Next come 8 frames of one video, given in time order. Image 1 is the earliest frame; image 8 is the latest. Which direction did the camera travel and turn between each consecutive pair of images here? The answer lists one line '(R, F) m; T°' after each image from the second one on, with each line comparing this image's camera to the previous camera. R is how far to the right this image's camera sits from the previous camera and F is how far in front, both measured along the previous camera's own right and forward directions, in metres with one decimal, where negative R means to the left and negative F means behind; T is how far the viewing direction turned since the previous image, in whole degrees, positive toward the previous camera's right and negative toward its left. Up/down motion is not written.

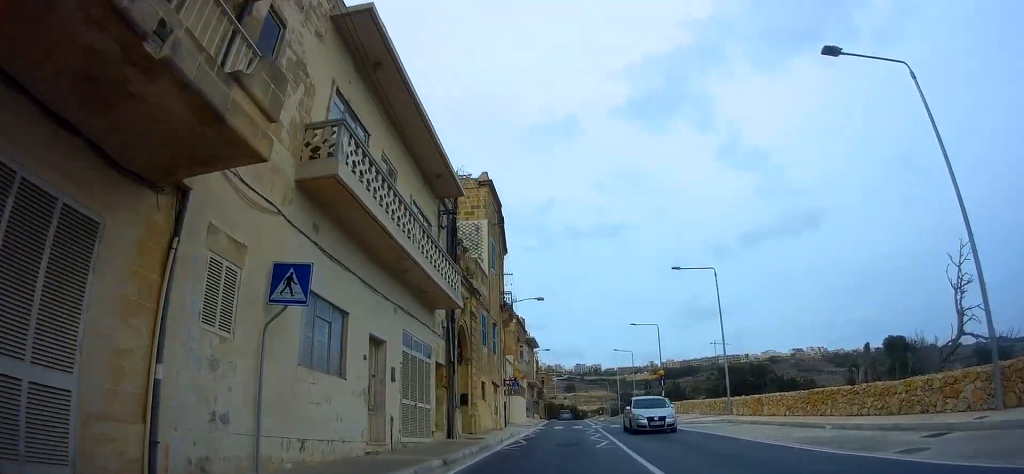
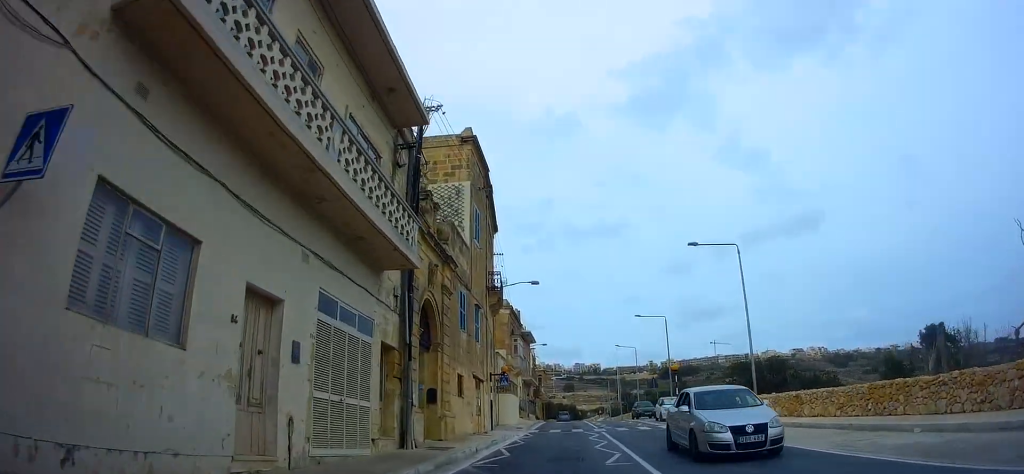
(0.0, +4.5) m; 0°
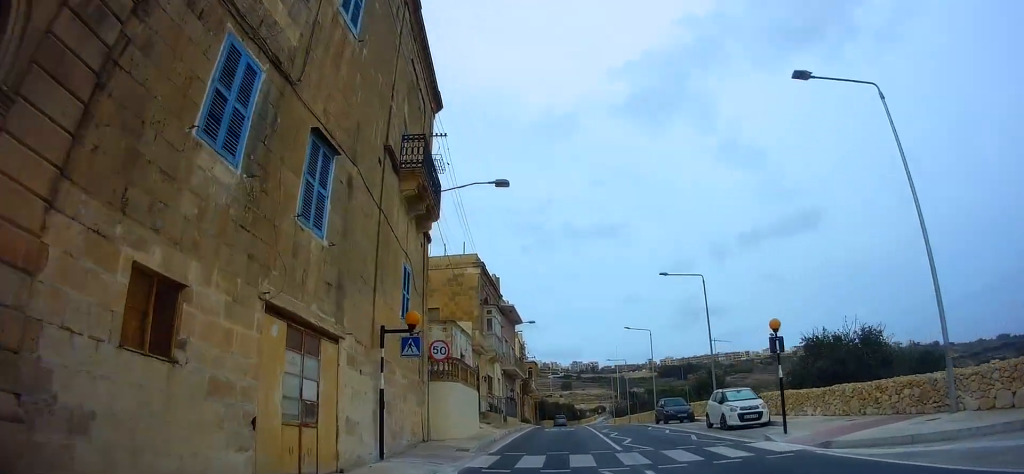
(0.0, +14.0) m; 0°
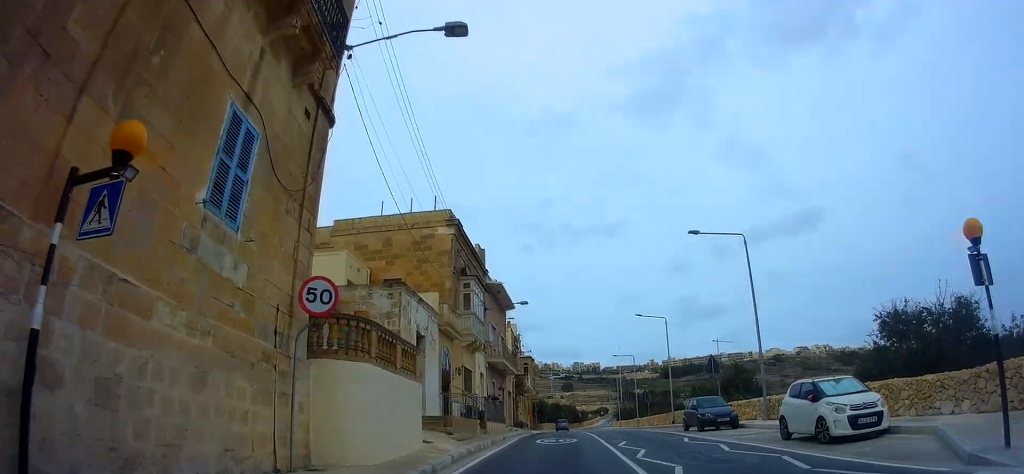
(0.0, +7.8) m; 0°
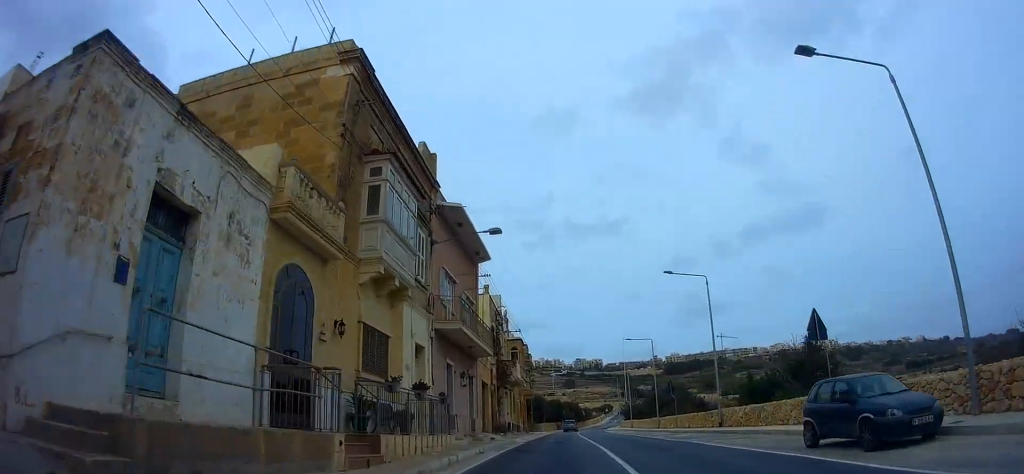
(0.0, +13.1) m; 0°
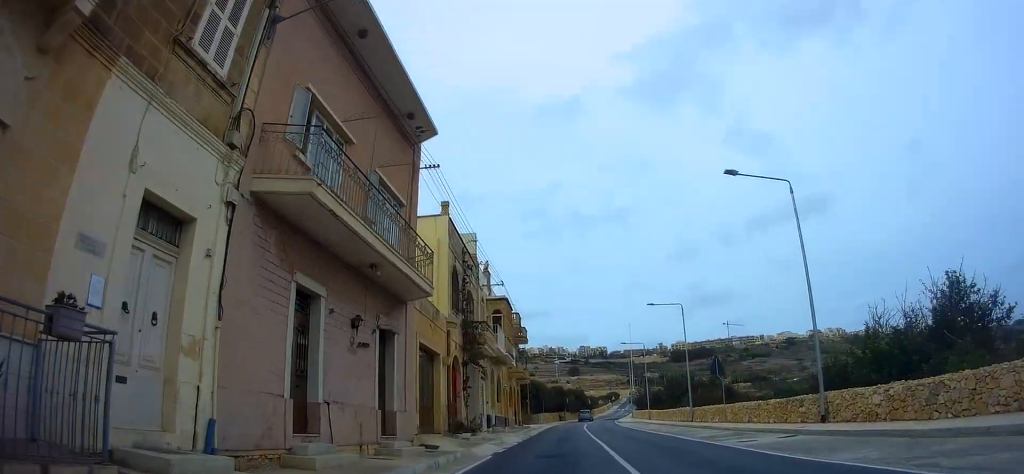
(0.0, +12.1) m; 0°
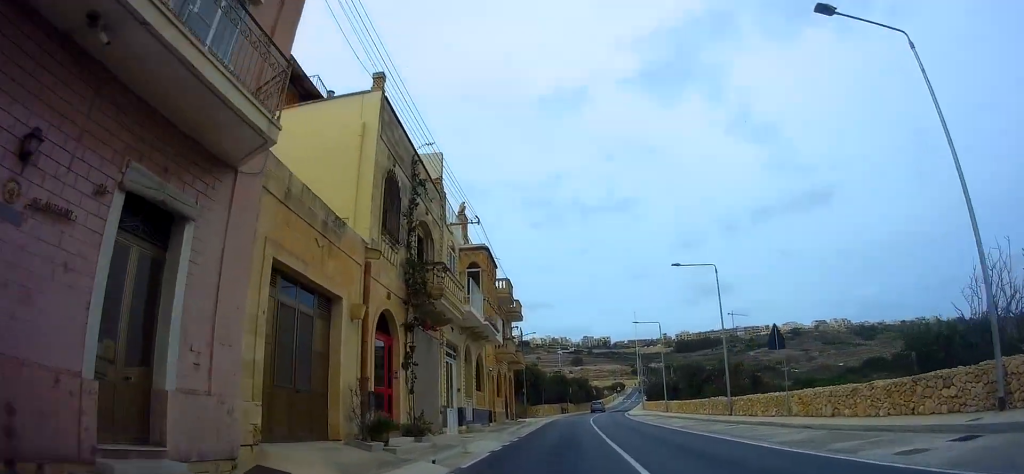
(0.0, +8.3) m; 0°
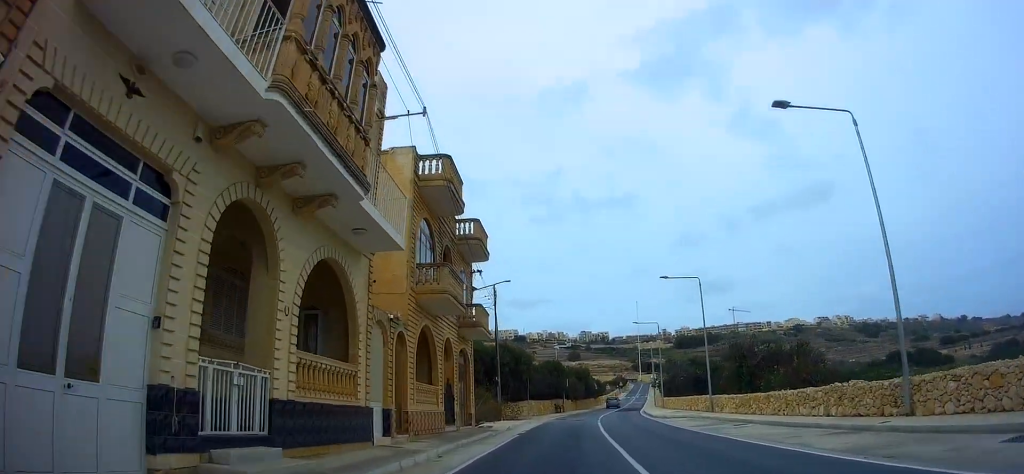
(0.0, +16.4) m; 0°
